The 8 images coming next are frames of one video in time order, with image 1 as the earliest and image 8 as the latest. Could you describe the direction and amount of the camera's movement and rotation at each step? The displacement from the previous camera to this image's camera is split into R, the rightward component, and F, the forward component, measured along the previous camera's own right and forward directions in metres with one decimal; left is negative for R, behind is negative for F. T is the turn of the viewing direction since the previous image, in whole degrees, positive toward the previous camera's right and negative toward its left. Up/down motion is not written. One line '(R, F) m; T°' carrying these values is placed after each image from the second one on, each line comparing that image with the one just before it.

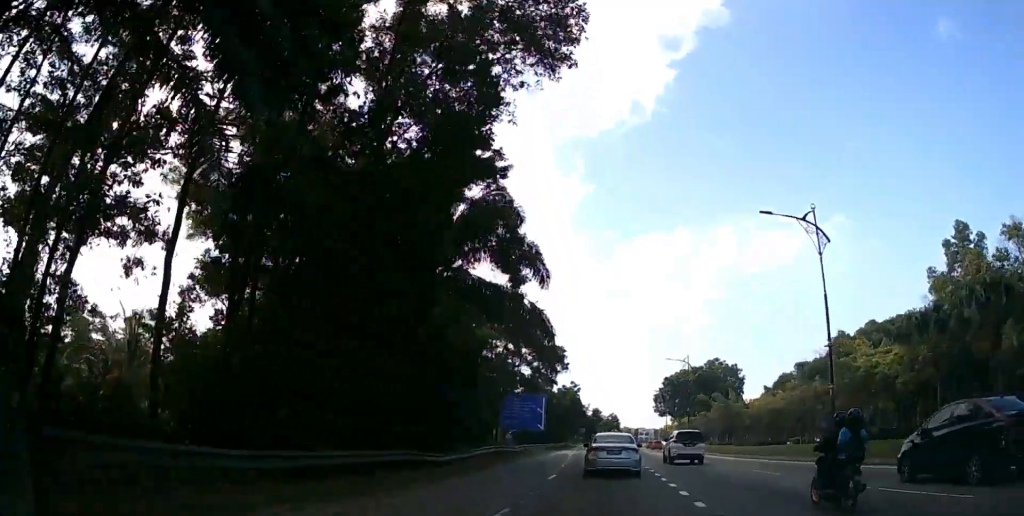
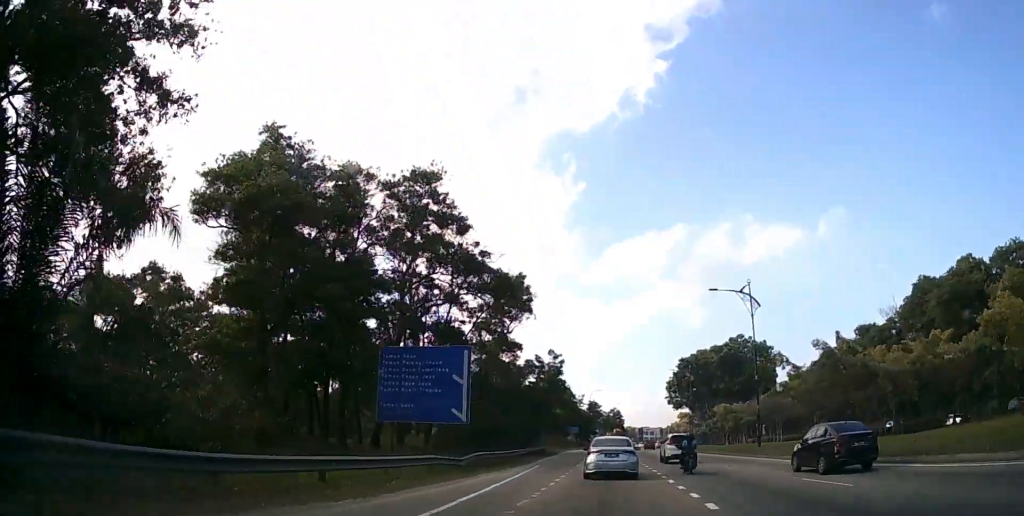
(+0.1, +36.0) m; 0°
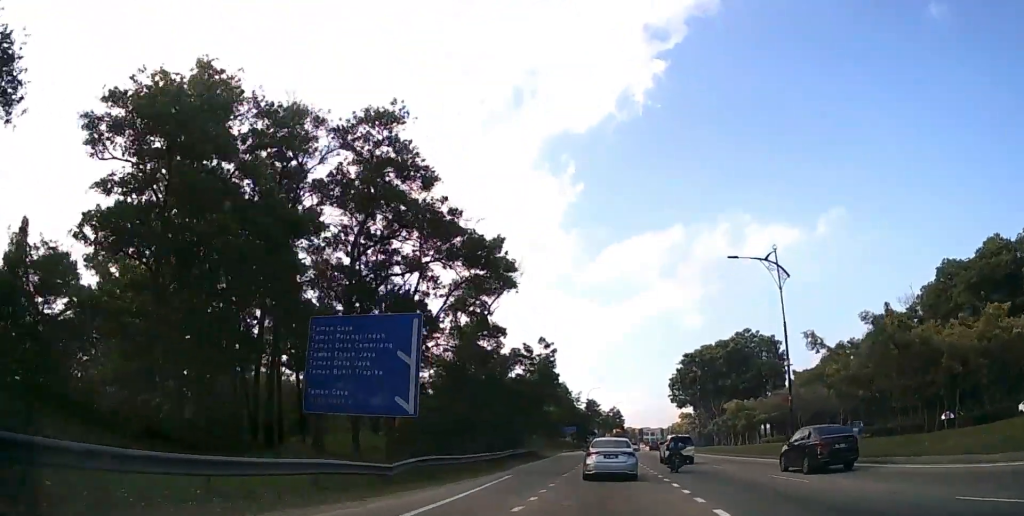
(0.0, +7.3) m; 0°
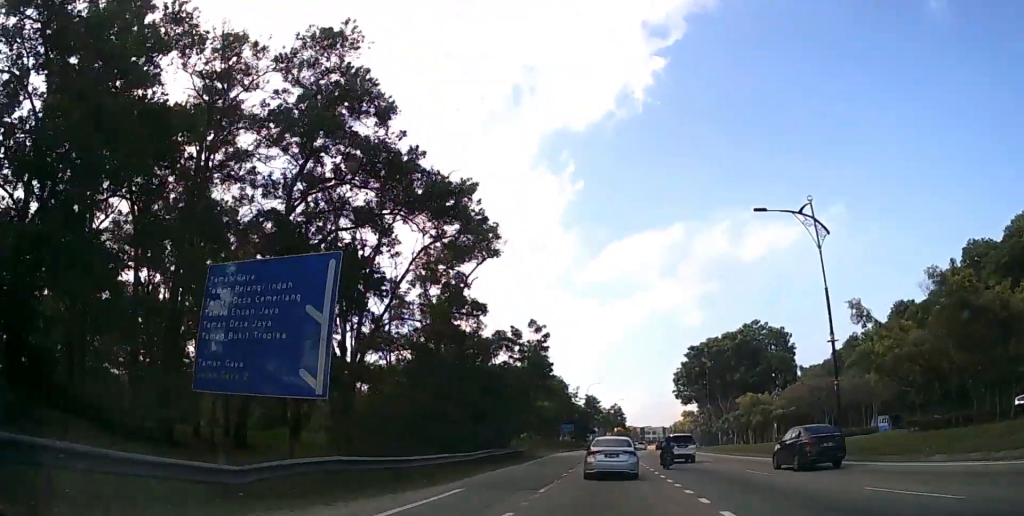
(0.0, +7.6) m; 0°
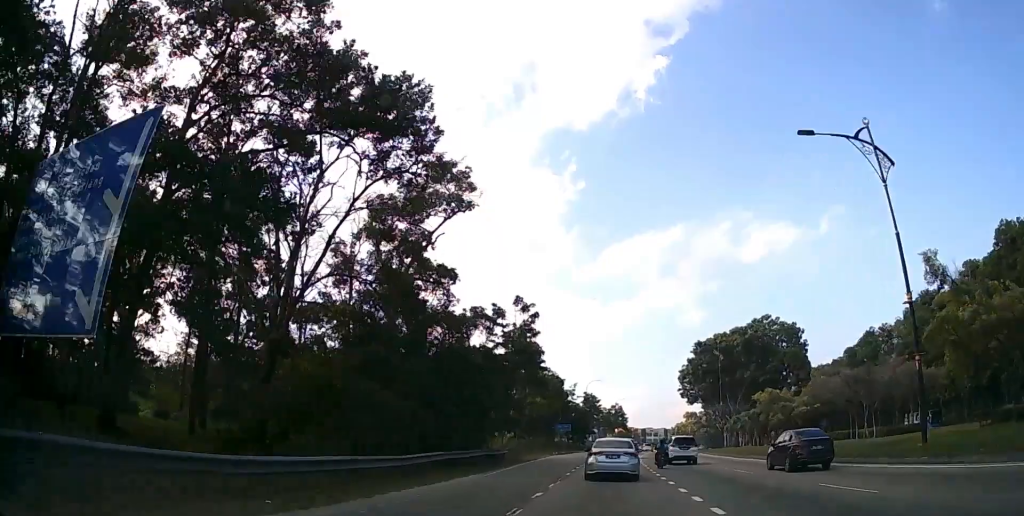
(0.0, +7.4) m; 0°
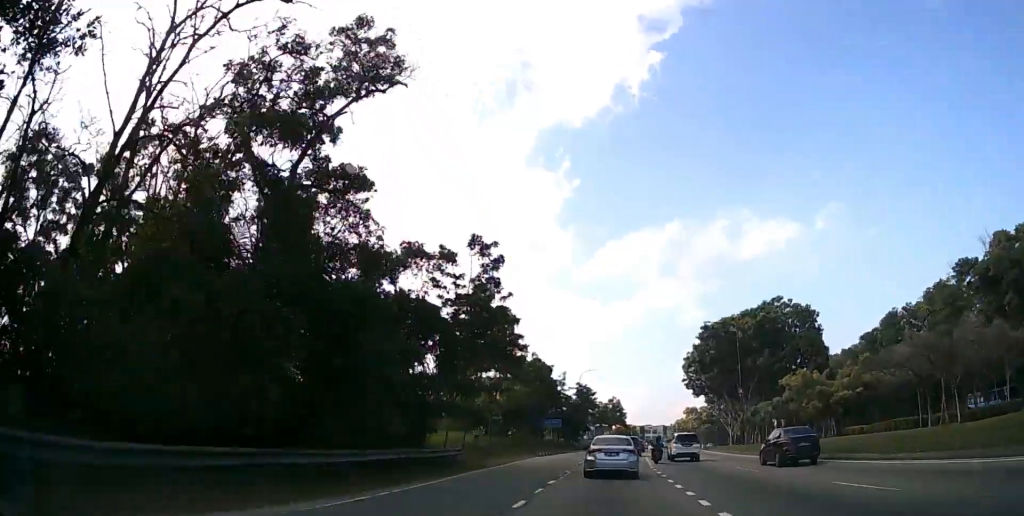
(0.0, +11.6) m; 0°
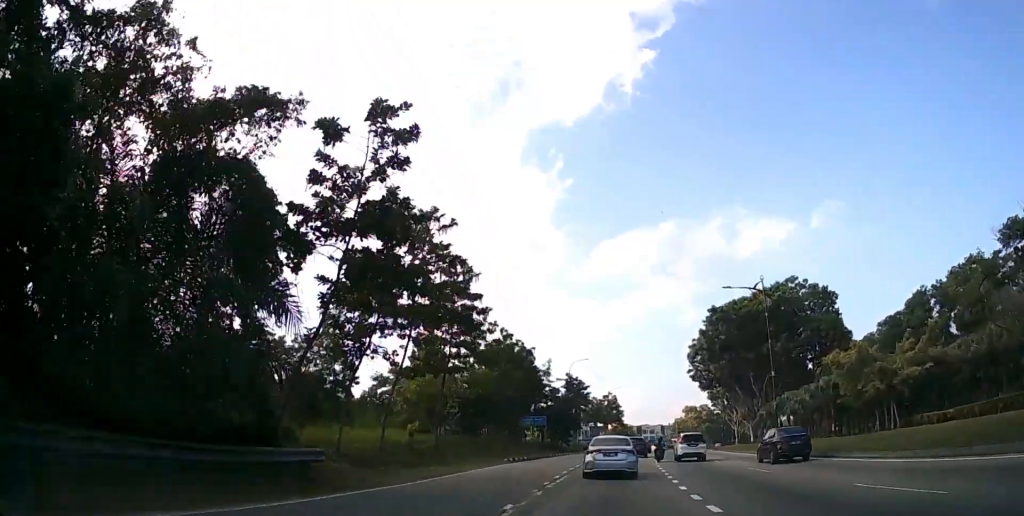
(0.0, +12.4) m; +1°
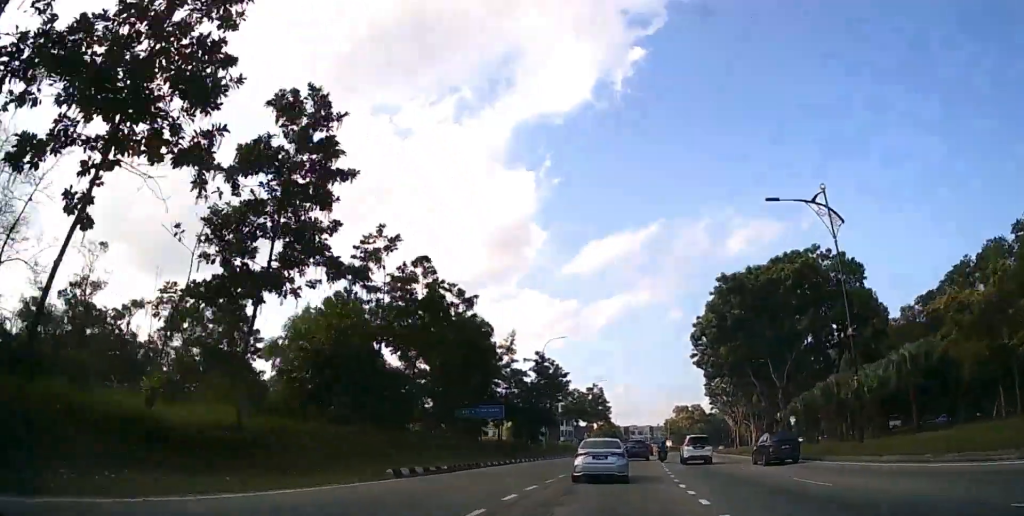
(+0.1, +16.2) m; +1°
